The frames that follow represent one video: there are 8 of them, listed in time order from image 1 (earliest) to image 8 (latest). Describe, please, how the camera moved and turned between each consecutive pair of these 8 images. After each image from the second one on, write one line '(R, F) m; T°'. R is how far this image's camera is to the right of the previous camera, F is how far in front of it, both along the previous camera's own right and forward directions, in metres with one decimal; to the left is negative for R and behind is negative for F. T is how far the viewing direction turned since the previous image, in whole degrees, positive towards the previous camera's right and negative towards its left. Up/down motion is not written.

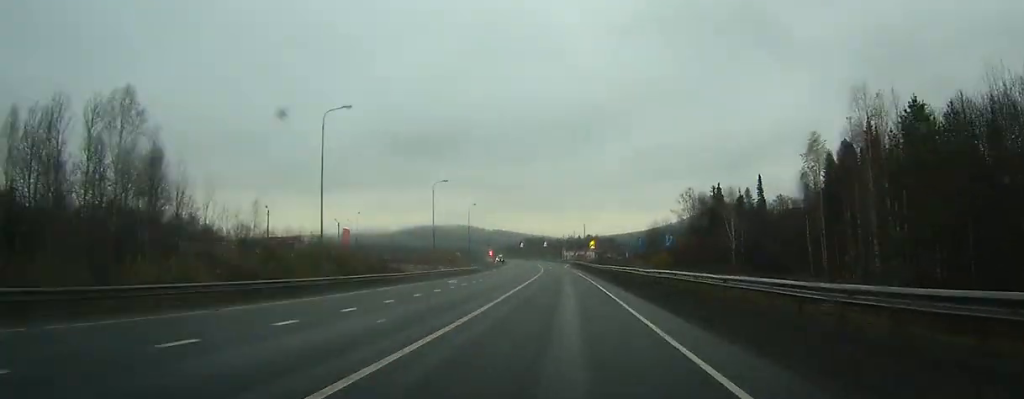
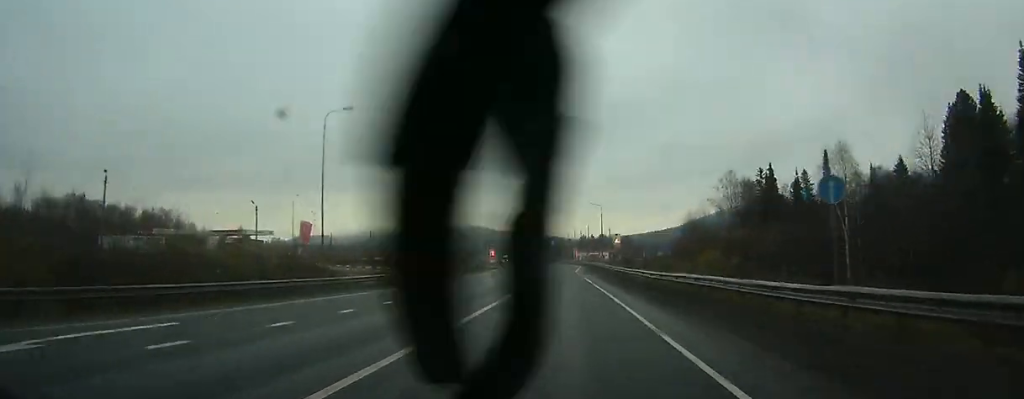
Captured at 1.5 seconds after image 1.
(-0.4, +36.1) m; -2°
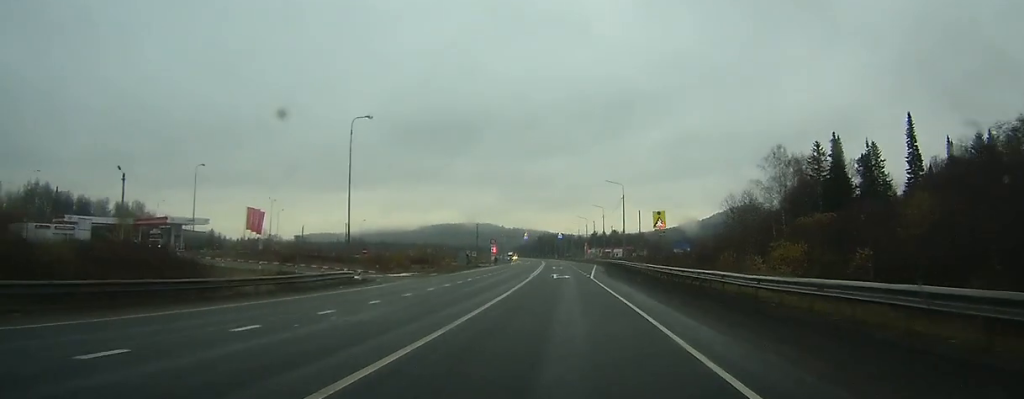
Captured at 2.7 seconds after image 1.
(-0.6, +29.4) m; -1°
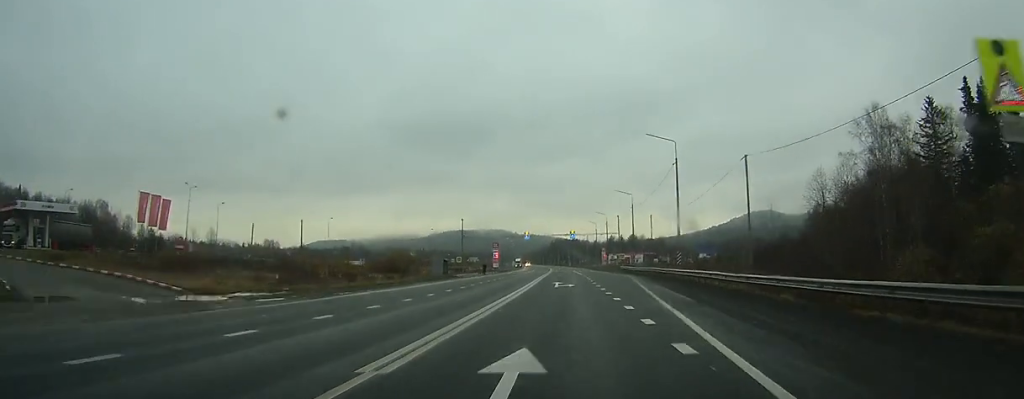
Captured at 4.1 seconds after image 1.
(-0.5, +35.8) m; -1°
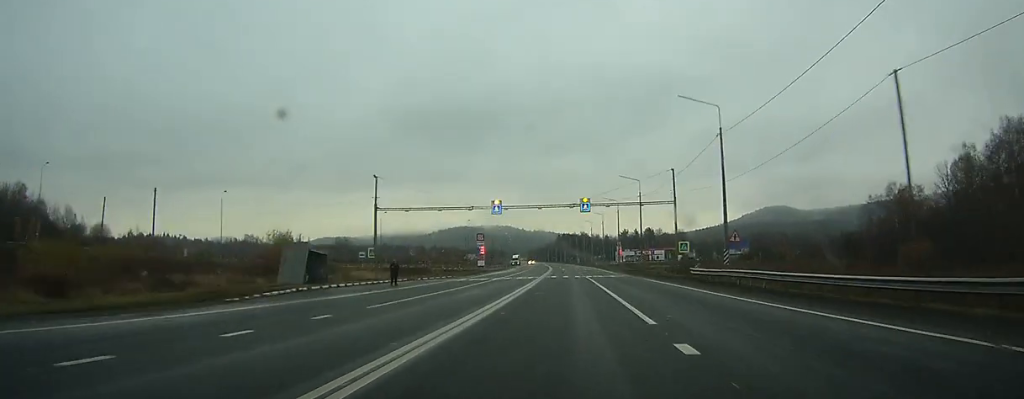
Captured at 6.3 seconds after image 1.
(-0.4, +51.9) m; -1°
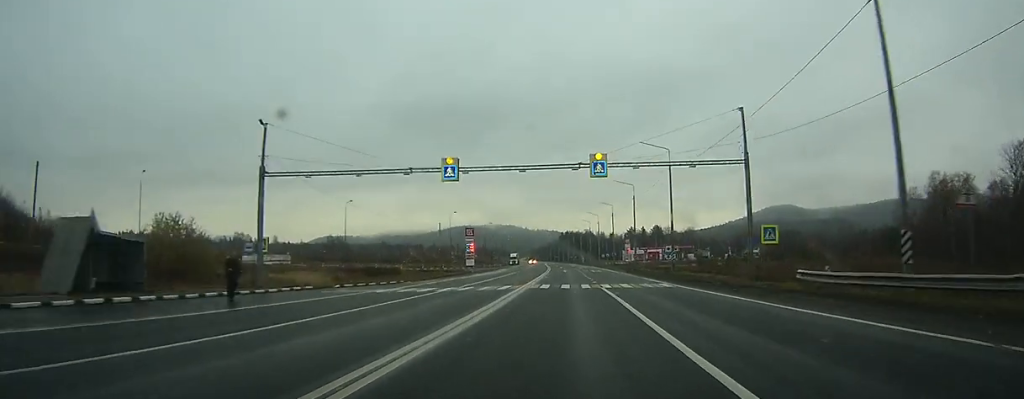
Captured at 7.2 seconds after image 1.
(0.0, +22.7) m; 0°
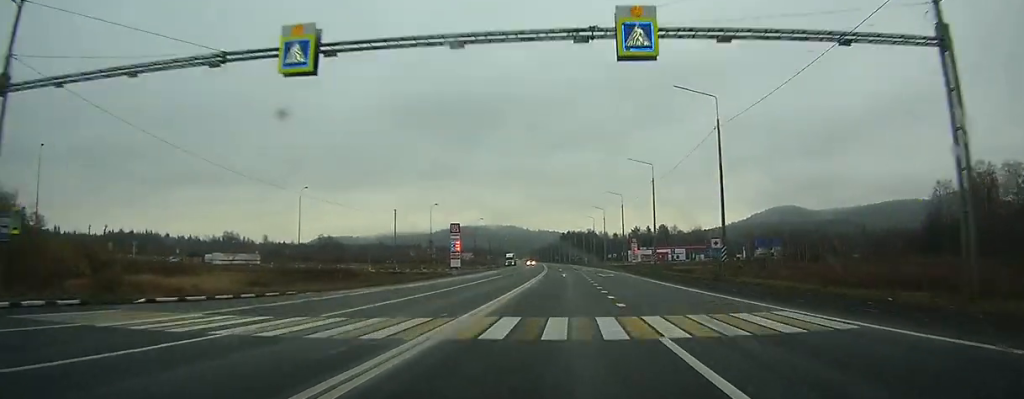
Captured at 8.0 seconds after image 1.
(0.0, +19.4) m; 0°
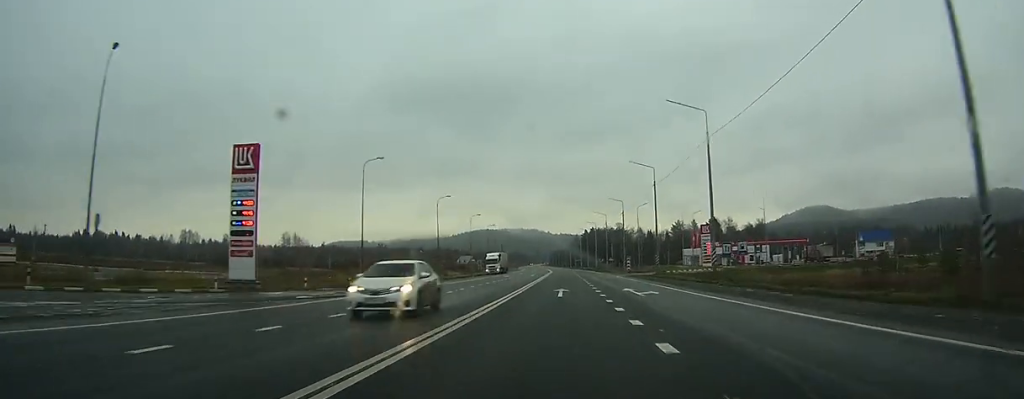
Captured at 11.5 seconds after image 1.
(-1.6, +84.5) m; -2°
